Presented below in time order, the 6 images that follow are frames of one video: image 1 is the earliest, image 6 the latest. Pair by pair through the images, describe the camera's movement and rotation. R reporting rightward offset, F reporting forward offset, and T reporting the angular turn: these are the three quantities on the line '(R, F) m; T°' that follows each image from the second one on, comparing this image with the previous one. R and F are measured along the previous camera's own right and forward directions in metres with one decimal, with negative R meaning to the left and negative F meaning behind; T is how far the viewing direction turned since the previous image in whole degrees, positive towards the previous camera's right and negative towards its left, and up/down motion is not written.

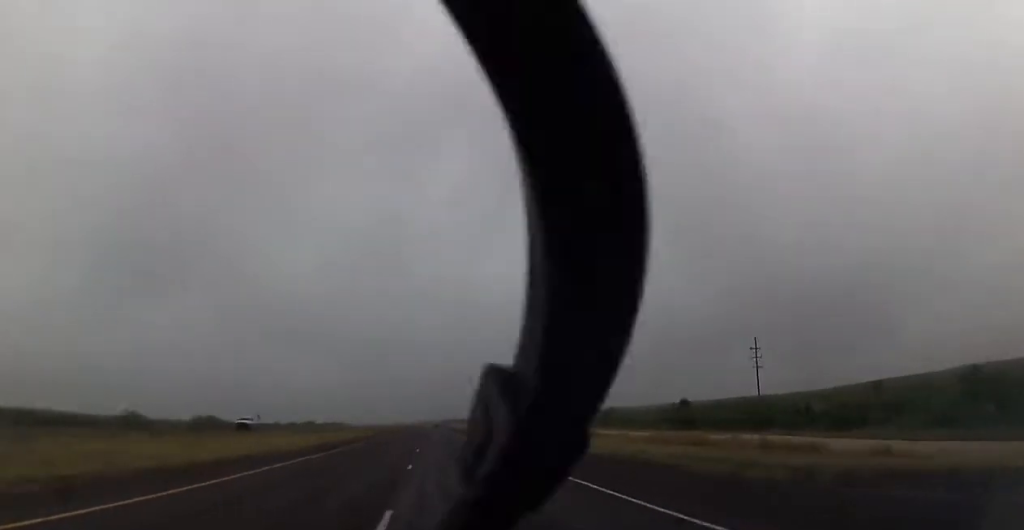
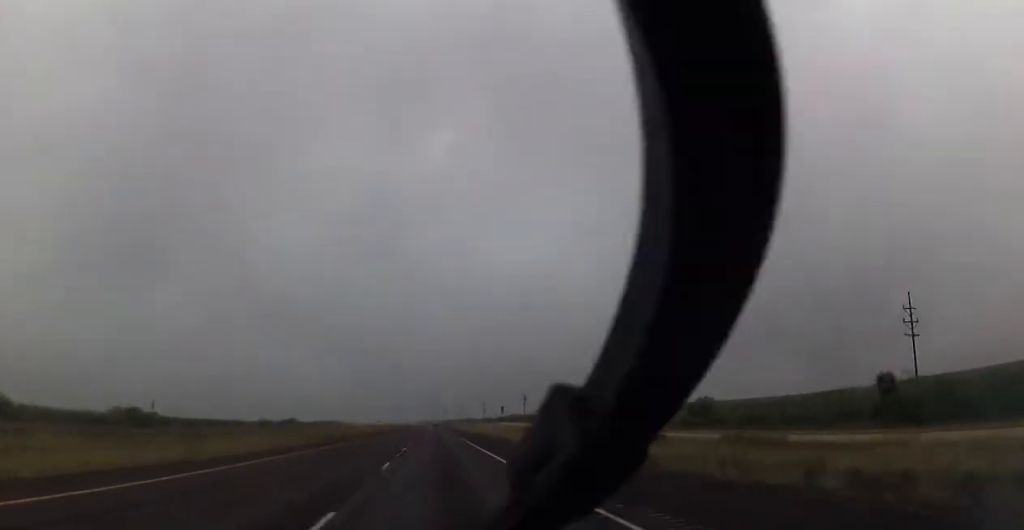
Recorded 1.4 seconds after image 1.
(-0.3, +49.3) m; -1°
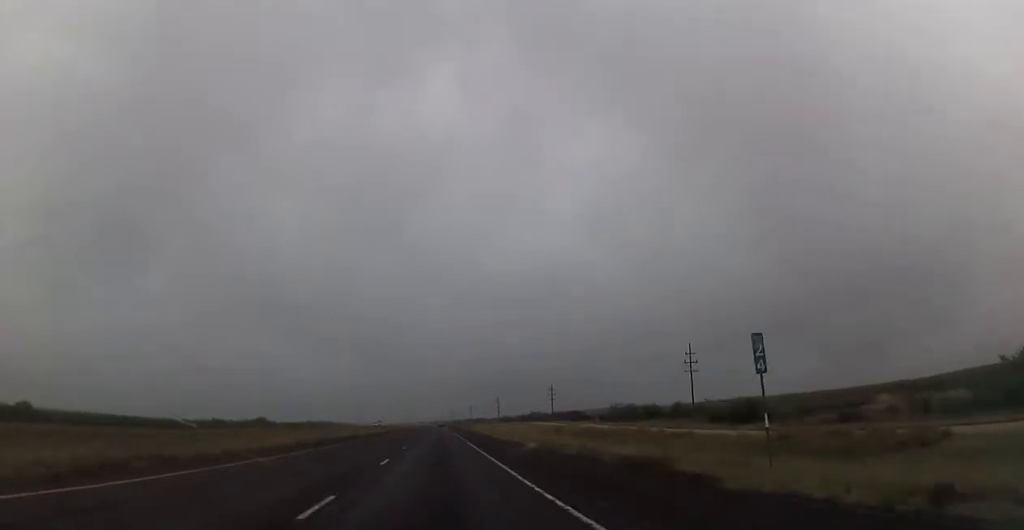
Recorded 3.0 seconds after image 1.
(+0.2, +59.1) m; 0°
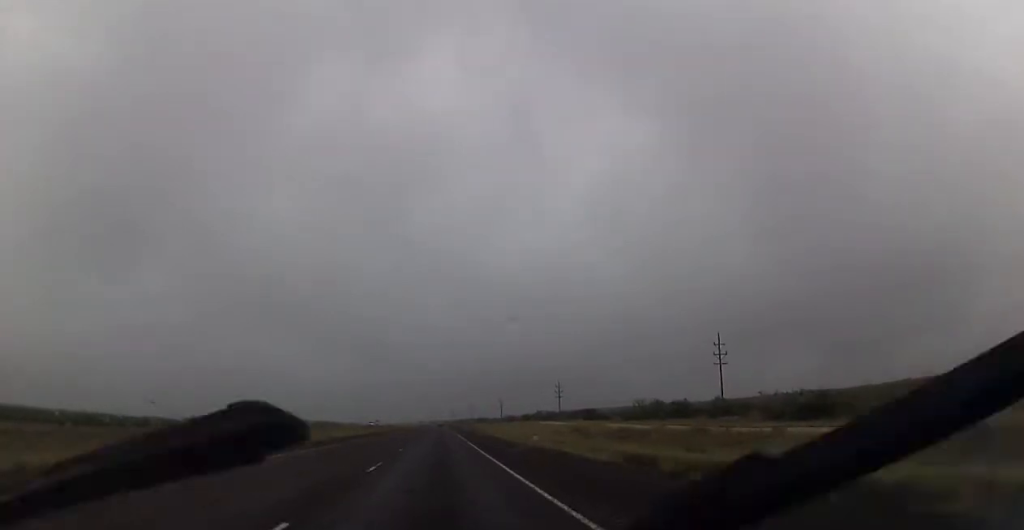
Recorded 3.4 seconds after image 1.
(+0.1, +15.7) m; 0°
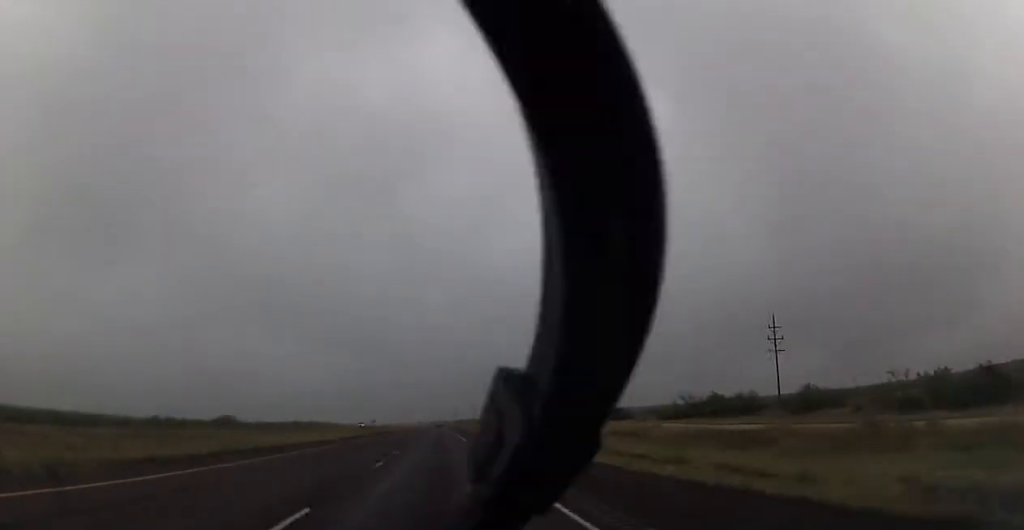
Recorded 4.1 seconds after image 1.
(-0.3, +22.9) m; 0°
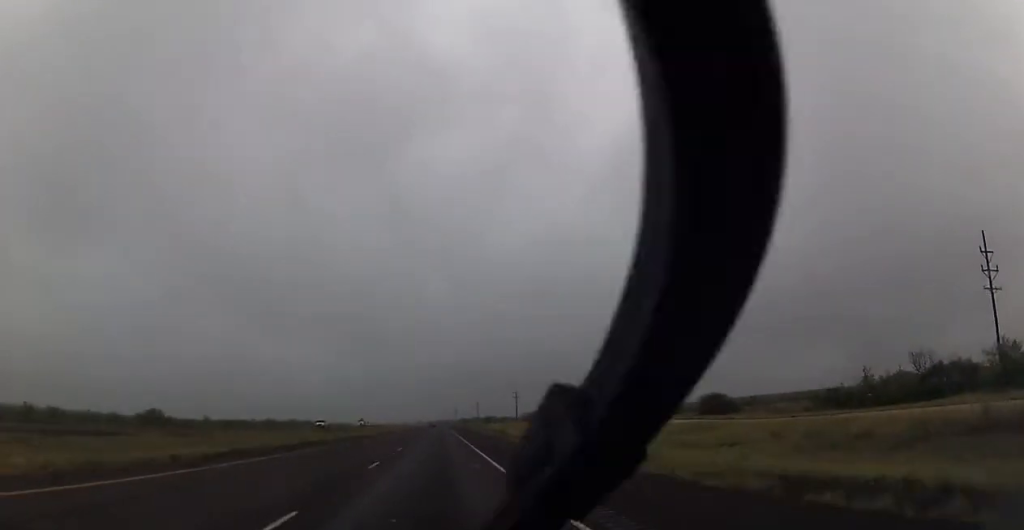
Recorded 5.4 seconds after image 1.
(+0.1, +49.4) m; 0°
